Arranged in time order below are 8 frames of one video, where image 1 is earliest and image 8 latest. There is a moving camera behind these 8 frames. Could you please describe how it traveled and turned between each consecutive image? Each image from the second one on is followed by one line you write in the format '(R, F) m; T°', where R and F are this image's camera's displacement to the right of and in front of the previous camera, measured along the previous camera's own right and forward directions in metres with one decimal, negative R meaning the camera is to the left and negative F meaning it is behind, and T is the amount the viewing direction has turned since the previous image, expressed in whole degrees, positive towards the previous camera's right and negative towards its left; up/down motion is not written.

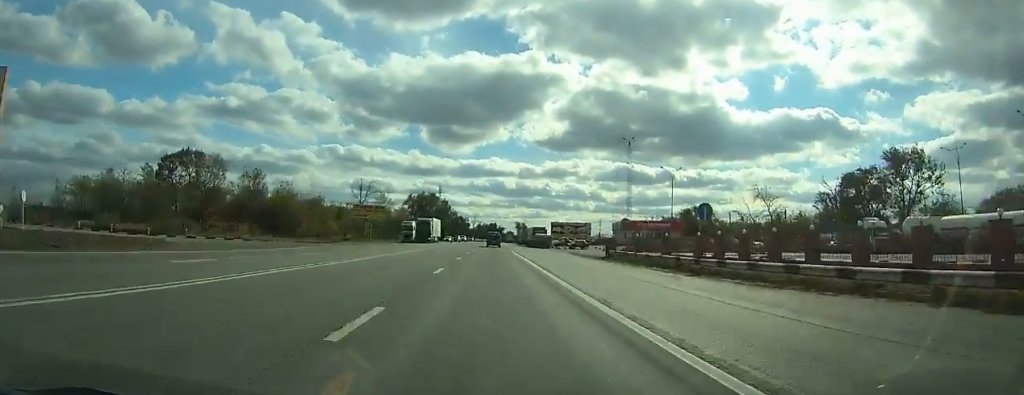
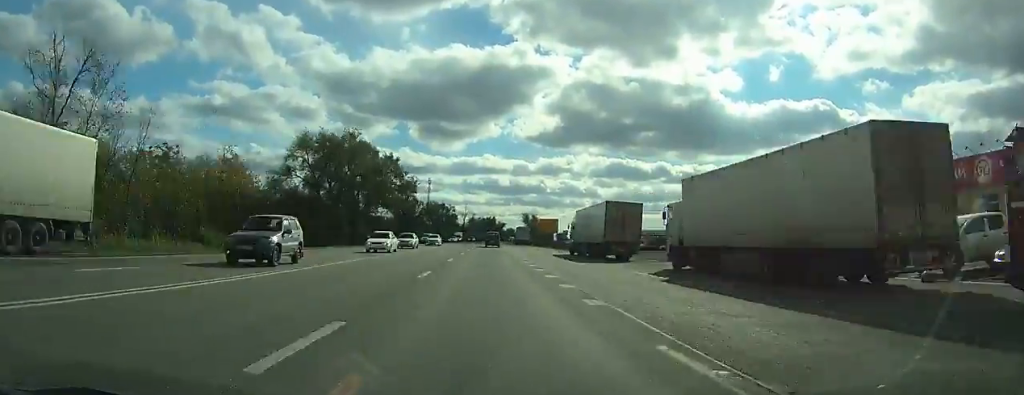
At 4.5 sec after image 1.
(-0.2, +108.1) m; 0°
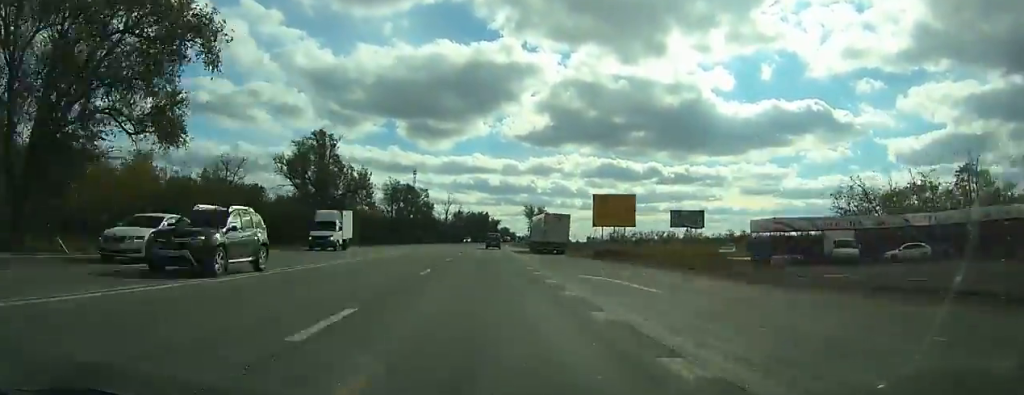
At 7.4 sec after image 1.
(+0.4, +69.3) m; +1°
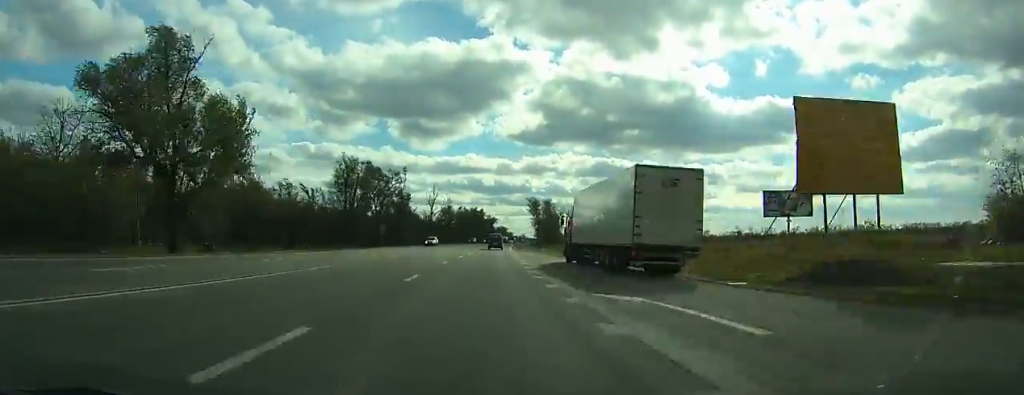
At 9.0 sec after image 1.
(+0.1, +38.1) m; 0°
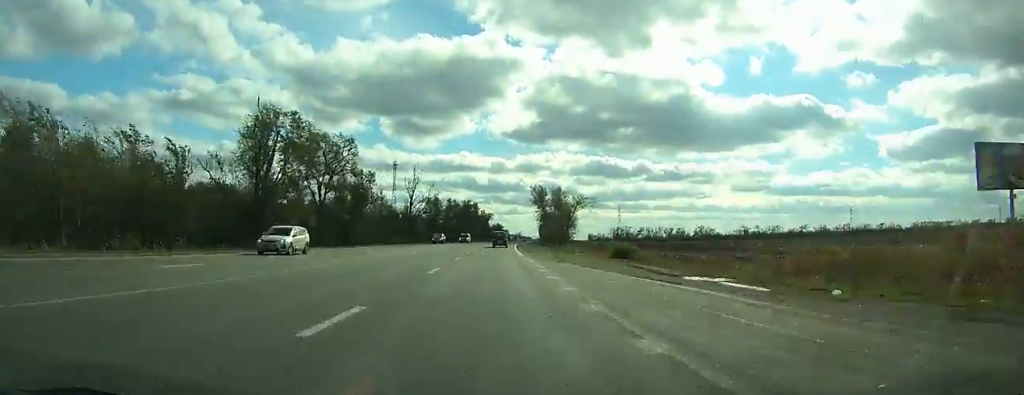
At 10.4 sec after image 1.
(0.0, +33.3) m; 0°
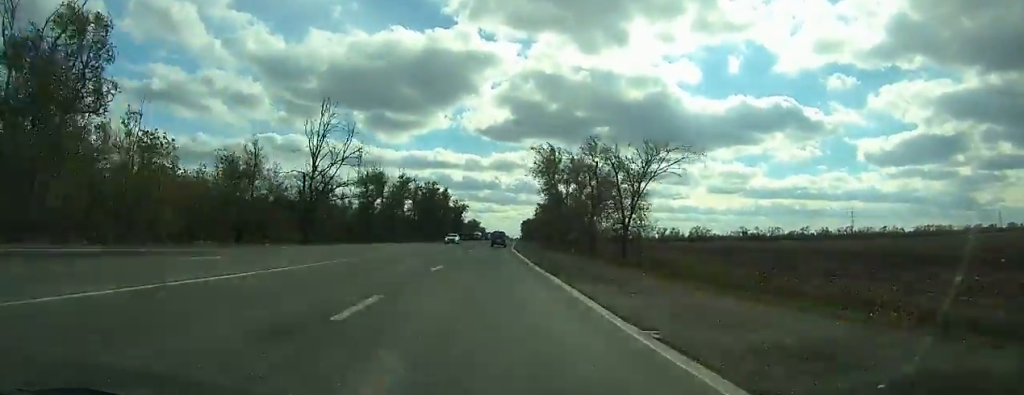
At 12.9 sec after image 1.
(+0.2, +59.5) m; +2°
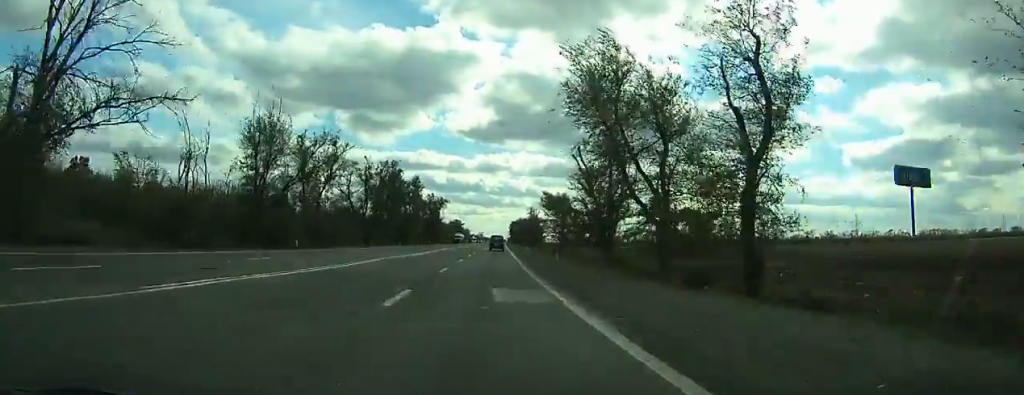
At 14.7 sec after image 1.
(+0.8, +42.8) m; +1°
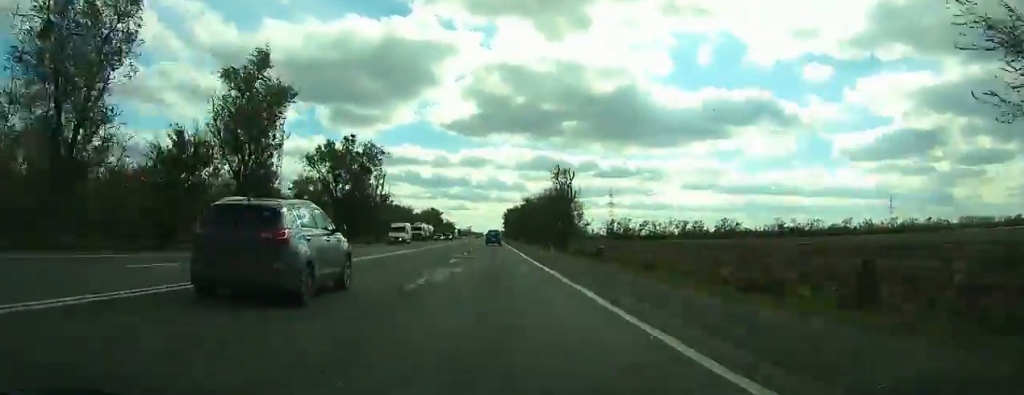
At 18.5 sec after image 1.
(+2.1, +91.0) m; +2°
